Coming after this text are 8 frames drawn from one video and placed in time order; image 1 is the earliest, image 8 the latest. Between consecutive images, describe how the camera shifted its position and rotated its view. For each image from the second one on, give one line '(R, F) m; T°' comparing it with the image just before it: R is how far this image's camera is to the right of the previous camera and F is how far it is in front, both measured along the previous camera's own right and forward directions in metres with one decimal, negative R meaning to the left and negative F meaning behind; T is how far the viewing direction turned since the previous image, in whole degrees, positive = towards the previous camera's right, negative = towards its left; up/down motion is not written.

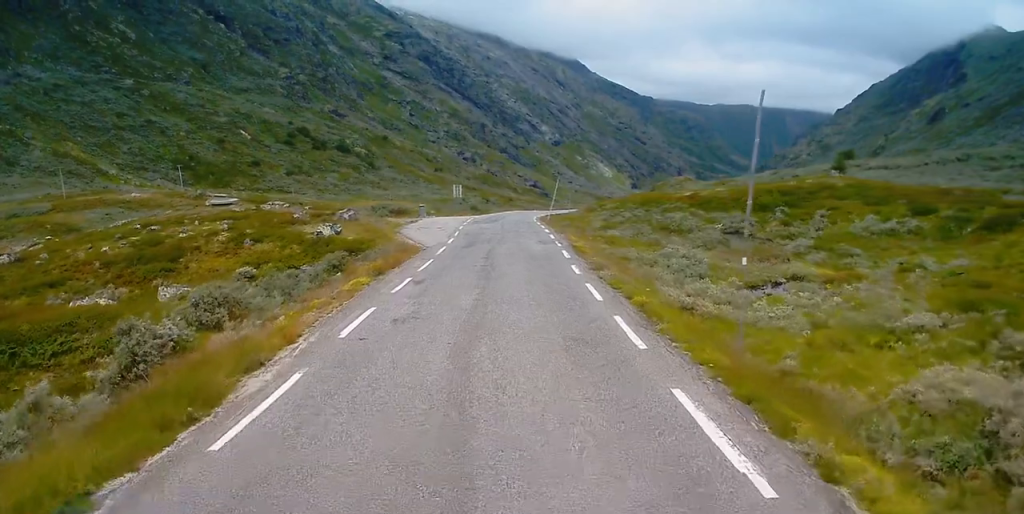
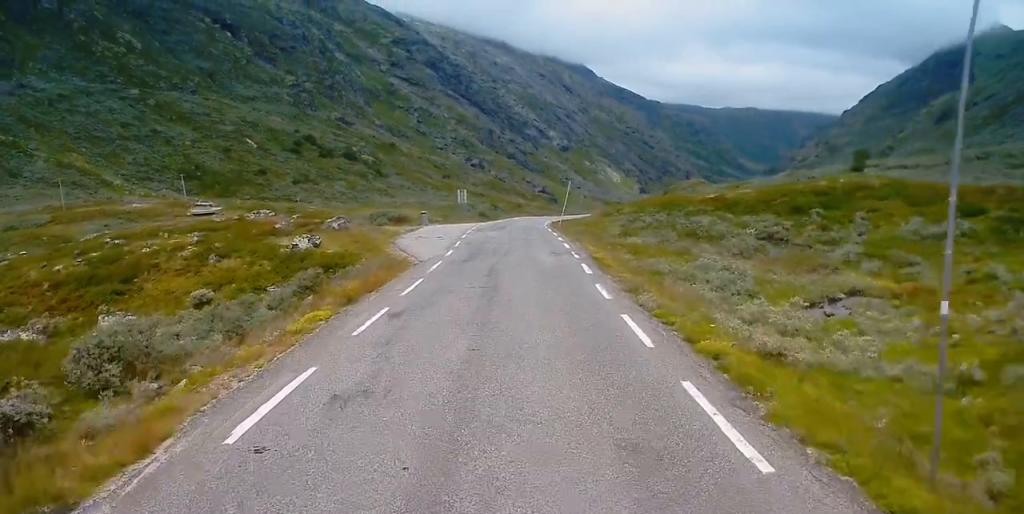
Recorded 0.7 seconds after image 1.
(-0.1, +5.9) m; -1°
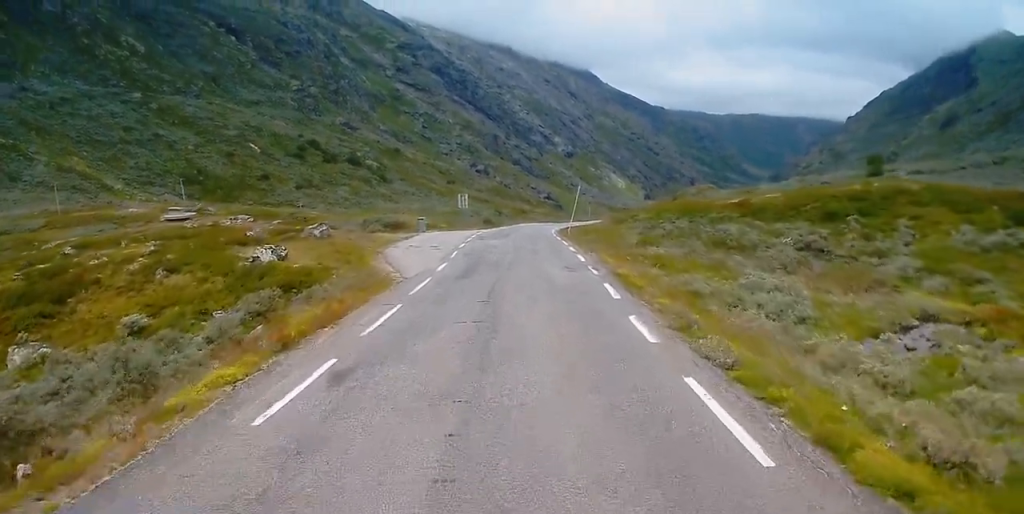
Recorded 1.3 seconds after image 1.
(0.0, +5.8) m; 0°
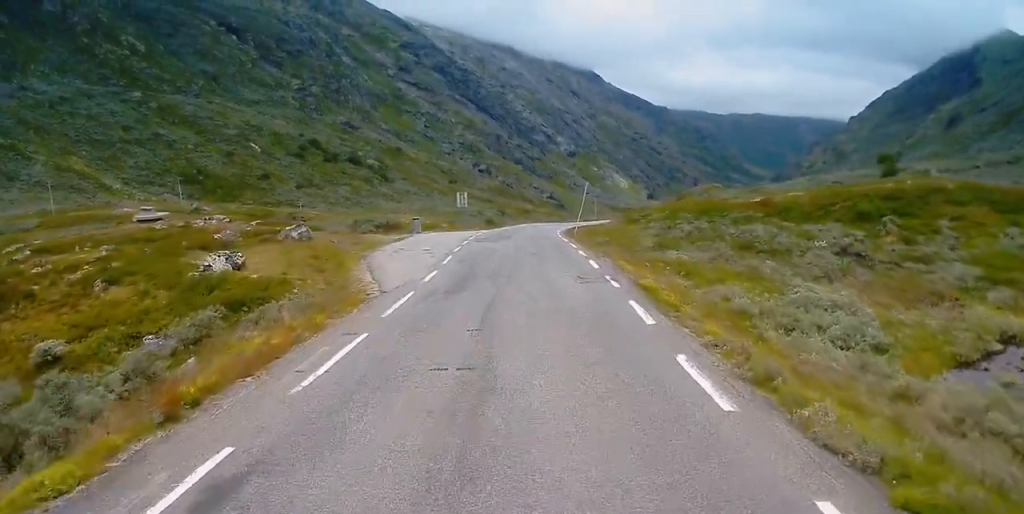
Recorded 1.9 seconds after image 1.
(0.0, +4.7) m; 0°
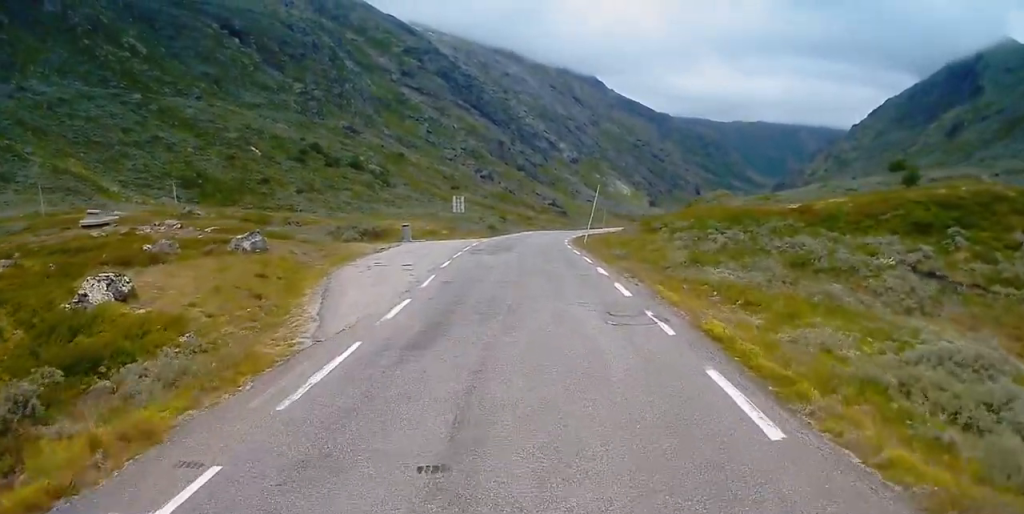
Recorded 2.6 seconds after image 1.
(0.0, +7.2) m; 0°
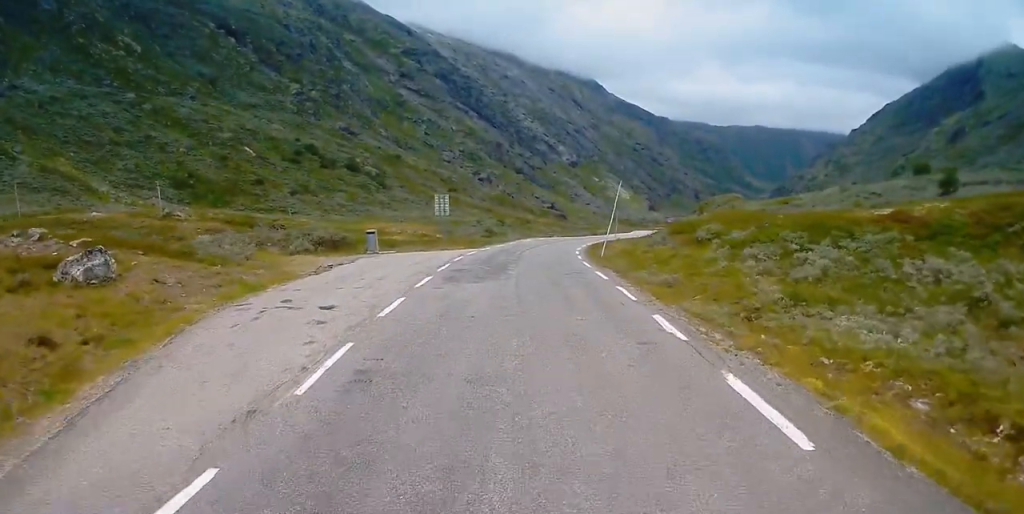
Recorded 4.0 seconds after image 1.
(-0.1, +12.3) m; -1°
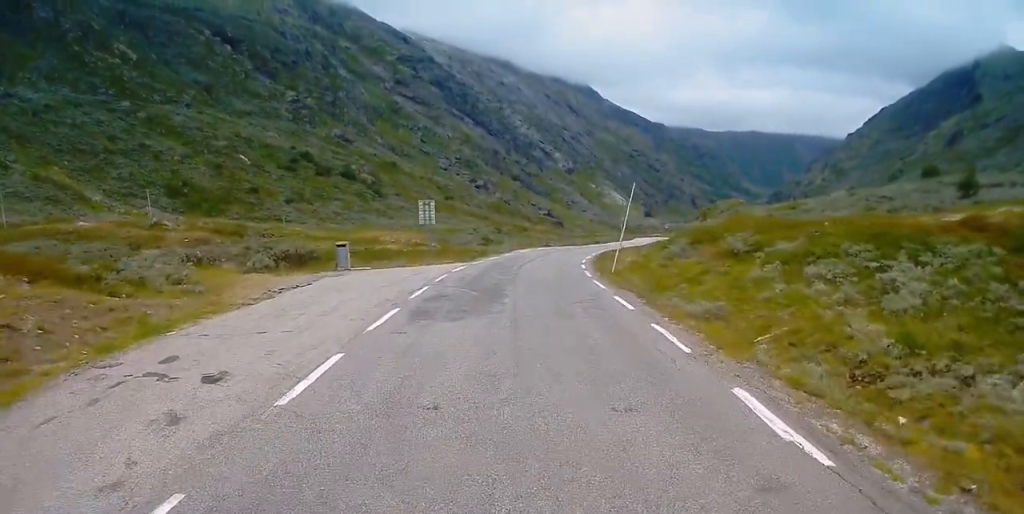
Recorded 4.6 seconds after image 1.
(-0.1, +6.5) m; 0°
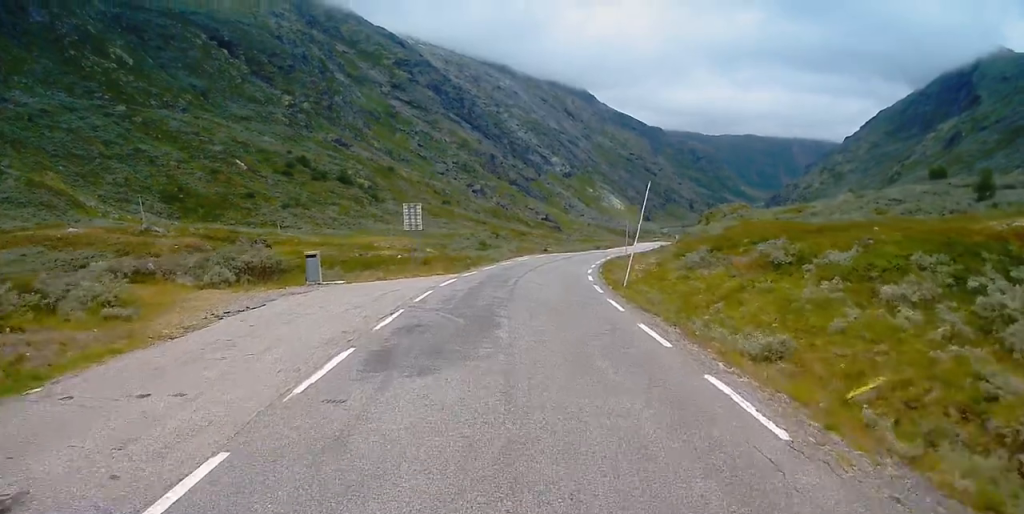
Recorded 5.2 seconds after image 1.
(0.0, +5.0) m; 0°
